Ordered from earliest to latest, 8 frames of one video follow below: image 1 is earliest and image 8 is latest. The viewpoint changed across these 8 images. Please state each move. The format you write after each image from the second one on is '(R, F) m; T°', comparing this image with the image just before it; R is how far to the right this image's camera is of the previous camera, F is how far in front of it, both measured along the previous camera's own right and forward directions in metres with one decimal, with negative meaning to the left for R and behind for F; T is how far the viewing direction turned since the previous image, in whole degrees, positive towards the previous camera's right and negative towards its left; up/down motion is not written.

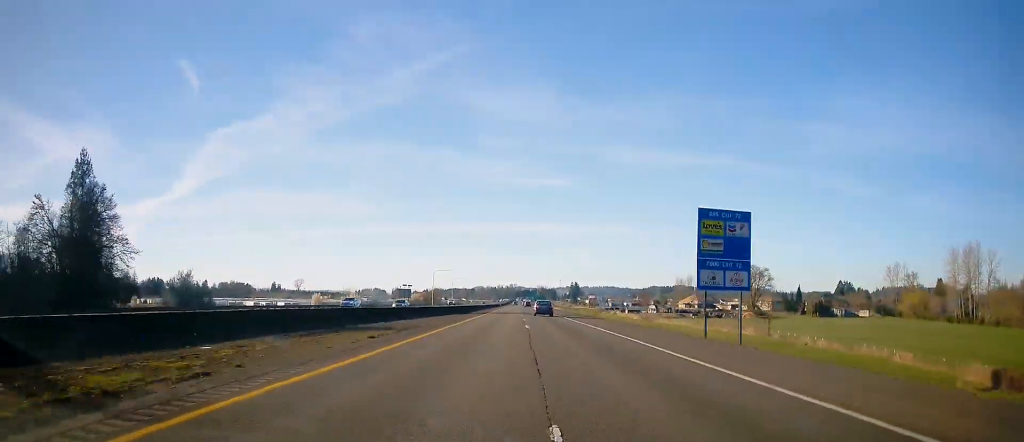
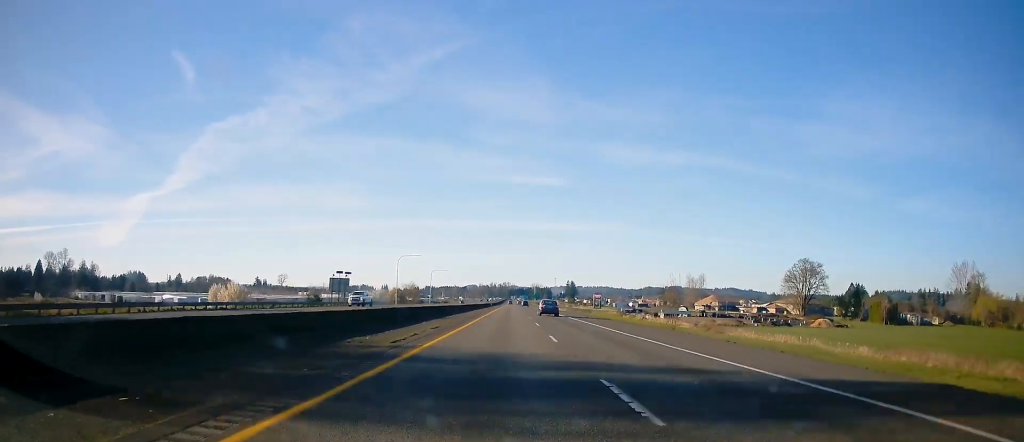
(+0.8, +58.0) m; +1°
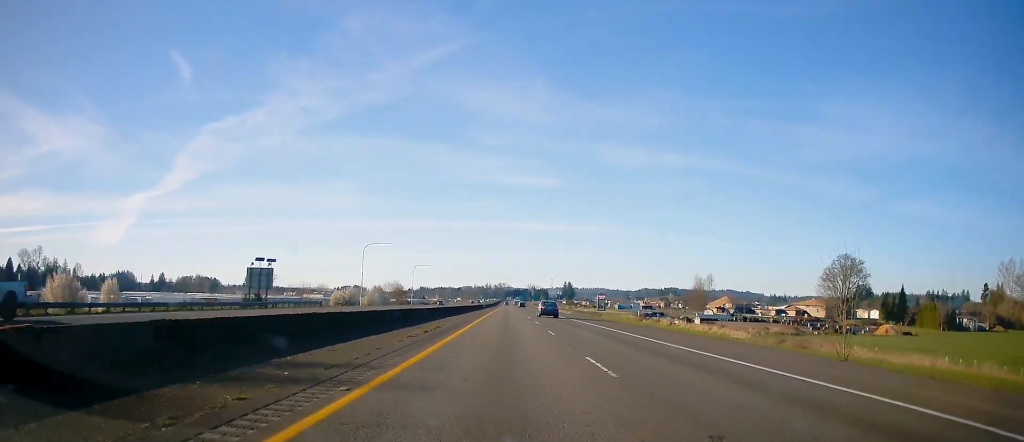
(-0.2, +32.9) m; 0°
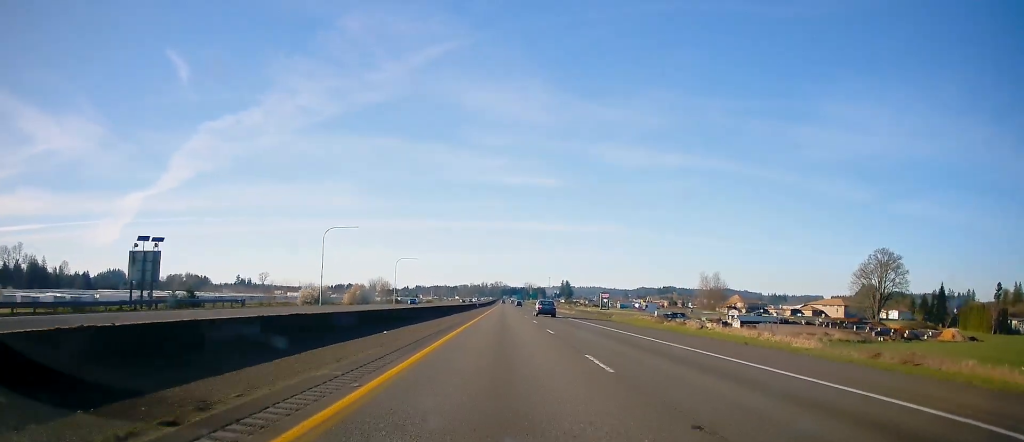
(-0.1, +24.2) m; 0°
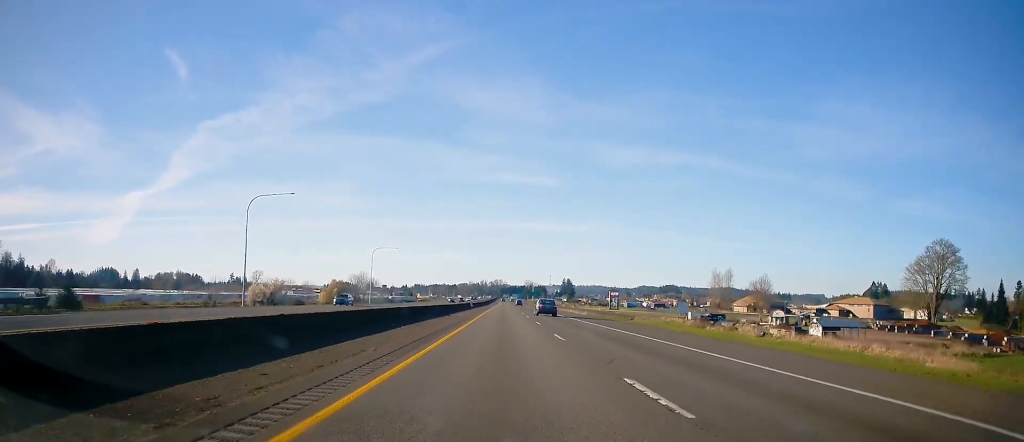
(+0.4, +28.7) m; 0°
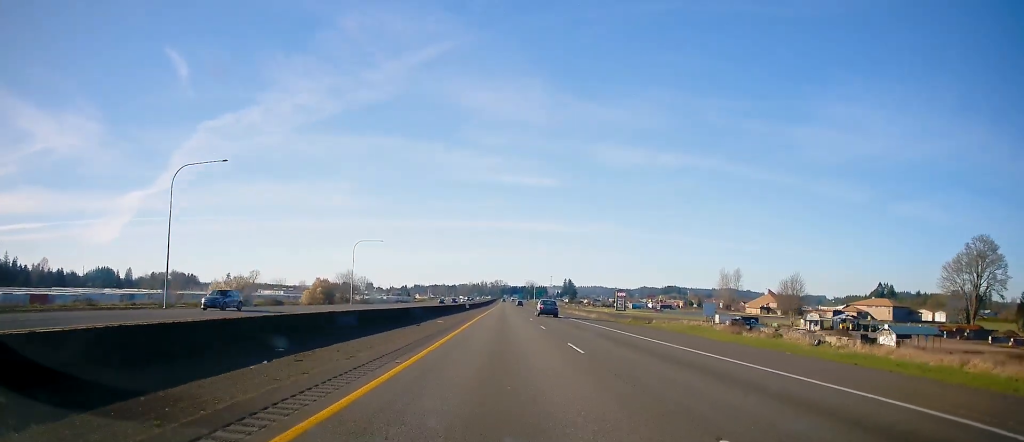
(-0.1, +16.6) m; -1°
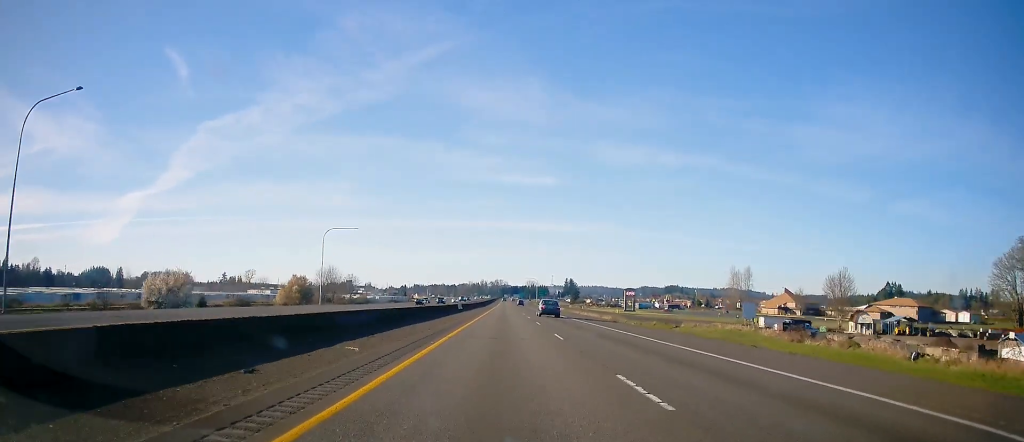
(-0.1, +20.0) m; 0°
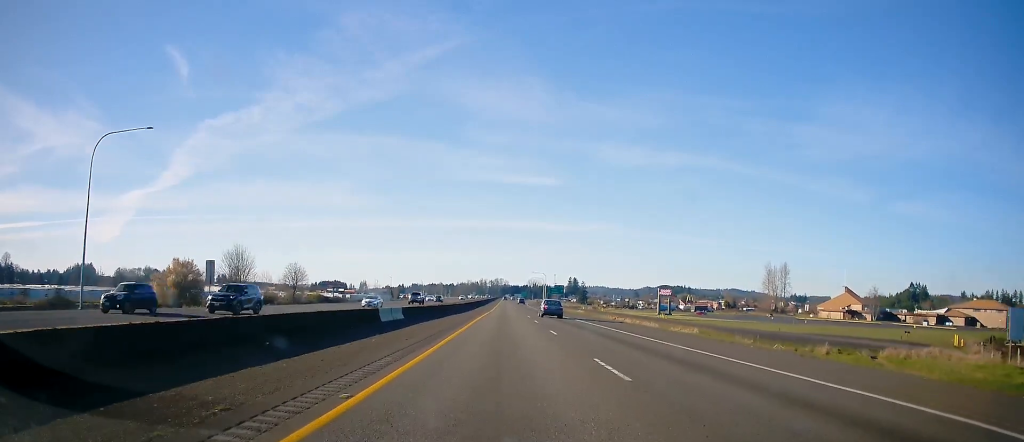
(+0.4, +59.0) m; +1°
